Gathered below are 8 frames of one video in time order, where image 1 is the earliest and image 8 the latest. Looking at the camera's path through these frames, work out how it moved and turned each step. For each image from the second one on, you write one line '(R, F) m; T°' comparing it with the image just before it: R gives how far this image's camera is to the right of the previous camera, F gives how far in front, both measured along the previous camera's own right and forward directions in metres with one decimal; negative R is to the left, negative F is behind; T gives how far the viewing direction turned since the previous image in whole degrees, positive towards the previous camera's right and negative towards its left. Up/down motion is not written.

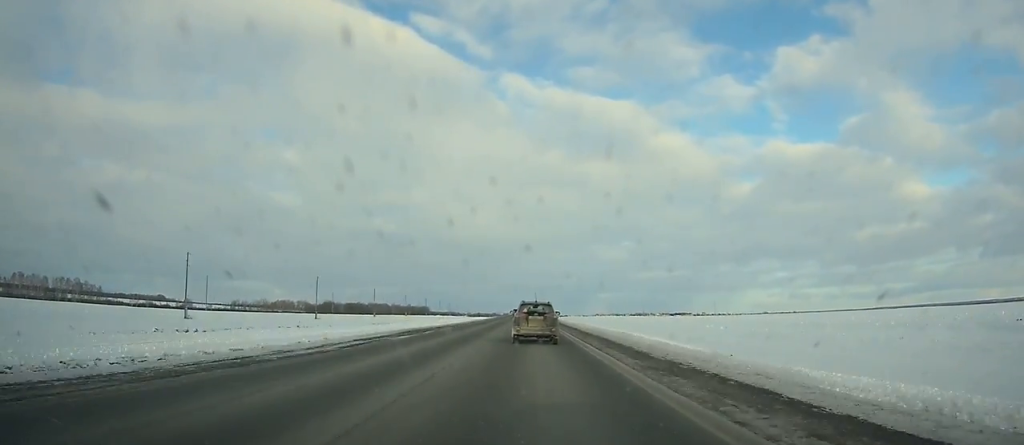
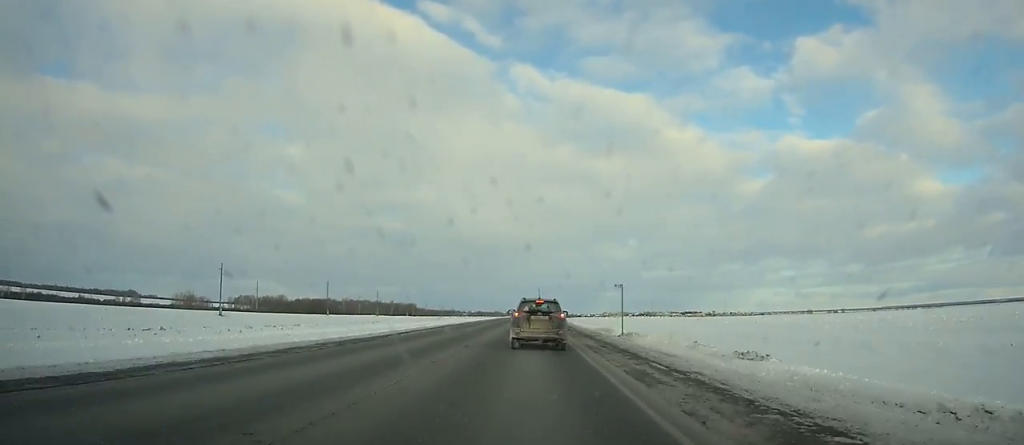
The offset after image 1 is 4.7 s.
(-0.5, +142.3) m; 0°
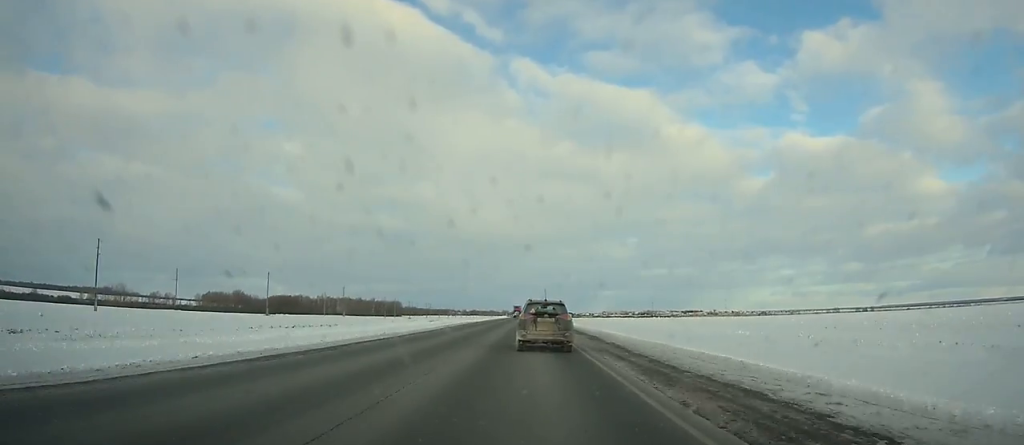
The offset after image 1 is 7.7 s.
(-0.2, +87.0) m; 0°
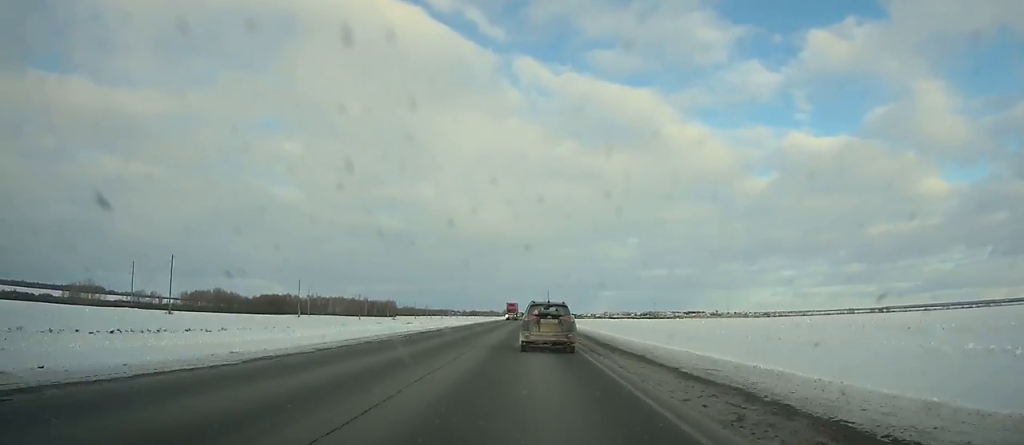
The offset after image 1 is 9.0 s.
(0.0, +36.8) m; 0°
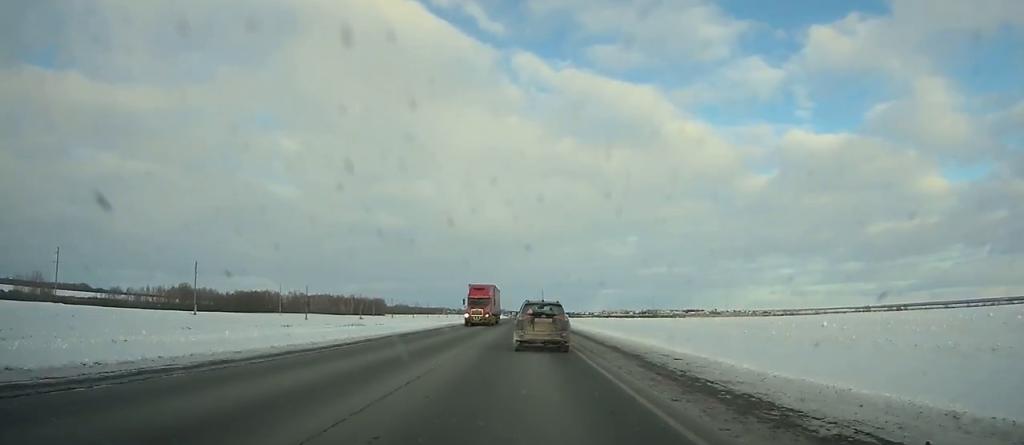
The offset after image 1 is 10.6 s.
(0.0, +44.8) m; 0°
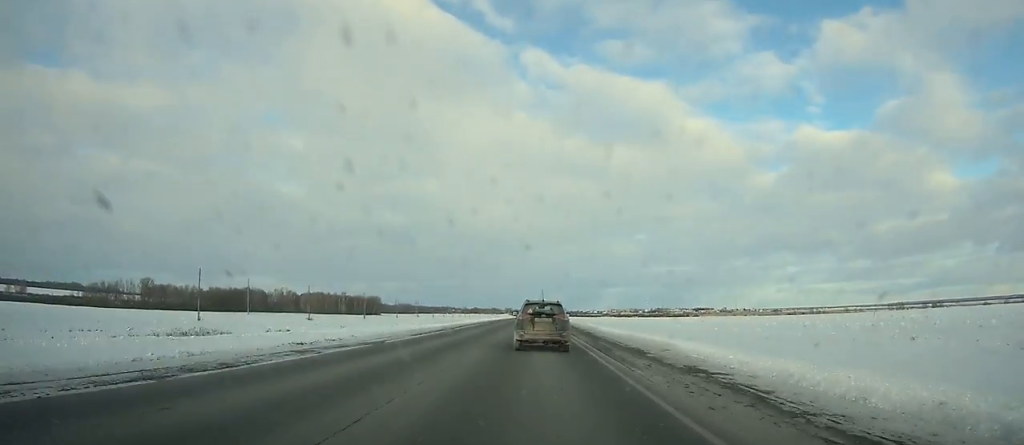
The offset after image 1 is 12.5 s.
(0.0, +52.9) m; 0°
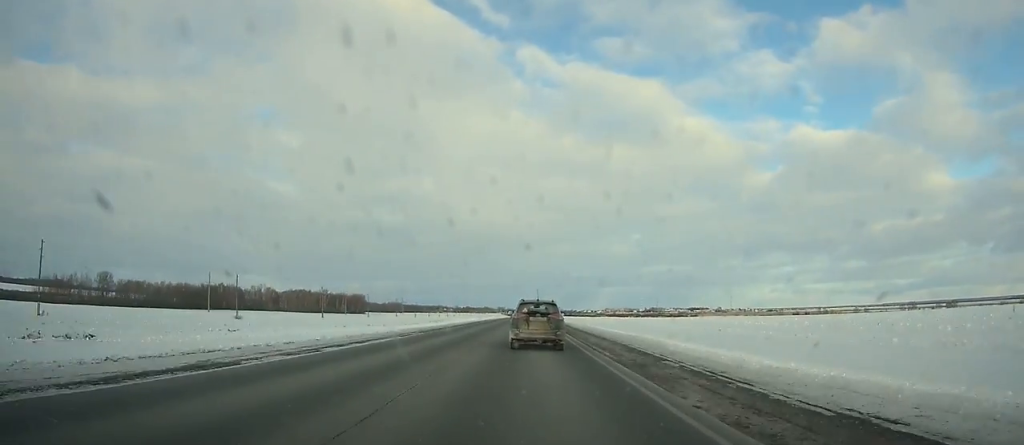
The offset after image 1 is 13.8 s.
(0.0, +36.1) m; 0°
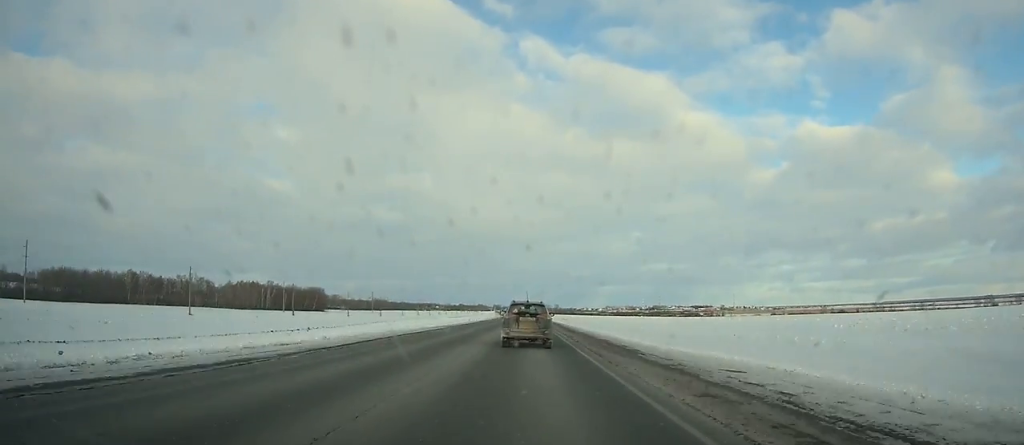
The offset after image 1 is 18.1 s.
(+0.4, +119.5) m; 0°
